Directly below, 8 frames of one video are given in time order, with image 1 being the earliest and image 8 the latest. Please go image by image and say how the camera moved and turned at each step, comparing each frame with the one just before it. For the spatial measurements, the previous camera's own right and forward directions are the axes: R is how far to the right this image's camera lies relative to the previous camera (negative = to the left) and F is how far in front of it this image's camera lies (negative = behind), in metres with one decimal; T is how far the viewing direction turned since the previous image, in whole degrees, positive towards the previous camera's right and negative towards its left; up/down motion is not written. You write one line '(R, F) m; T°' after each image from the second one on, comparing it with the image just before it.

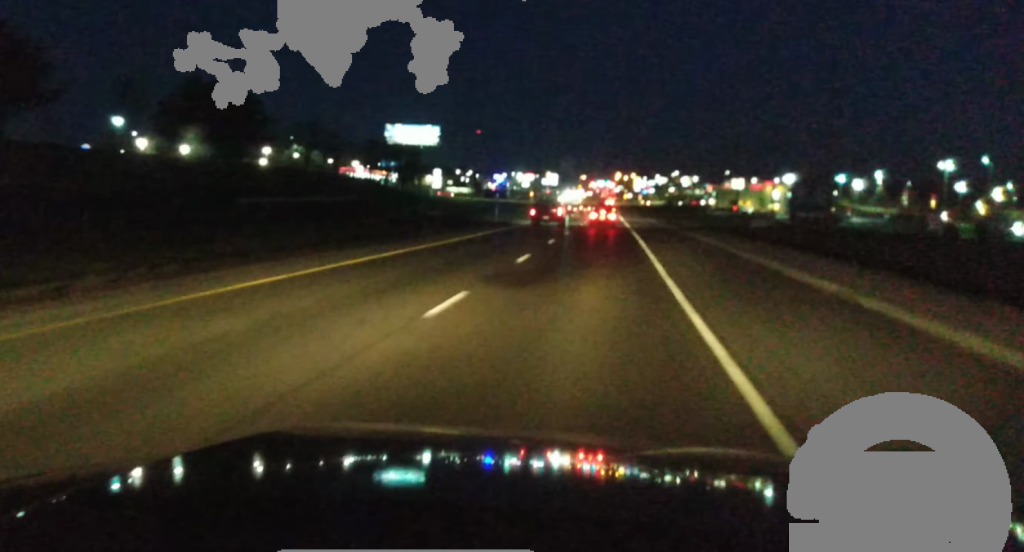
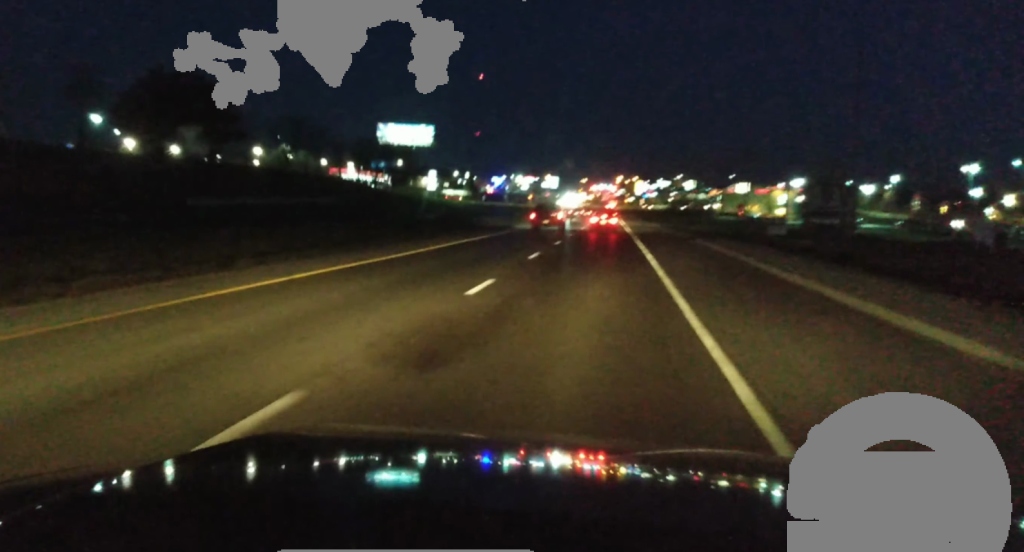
(+0.2, +8.7) m; 0°
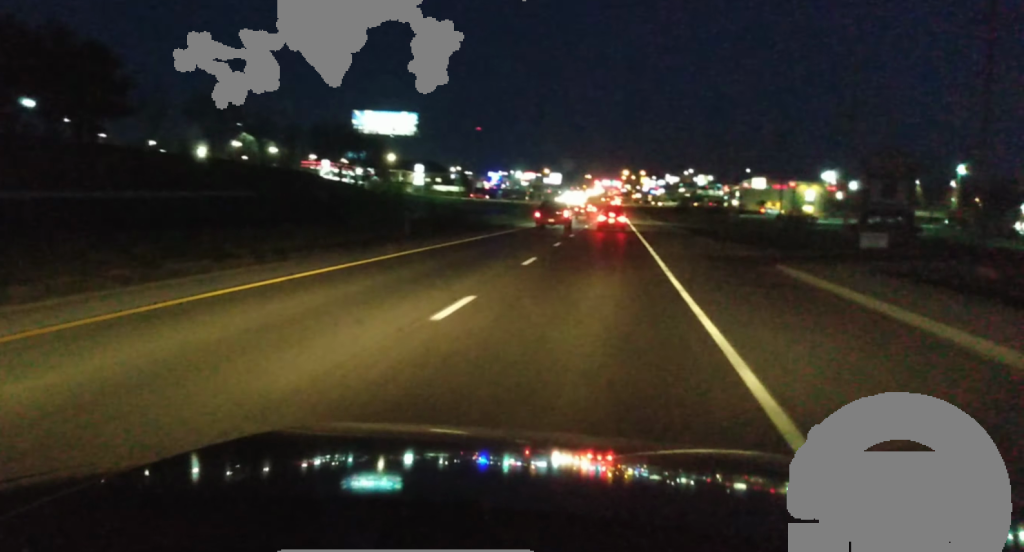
(-0.6, +28.4) m; -1°
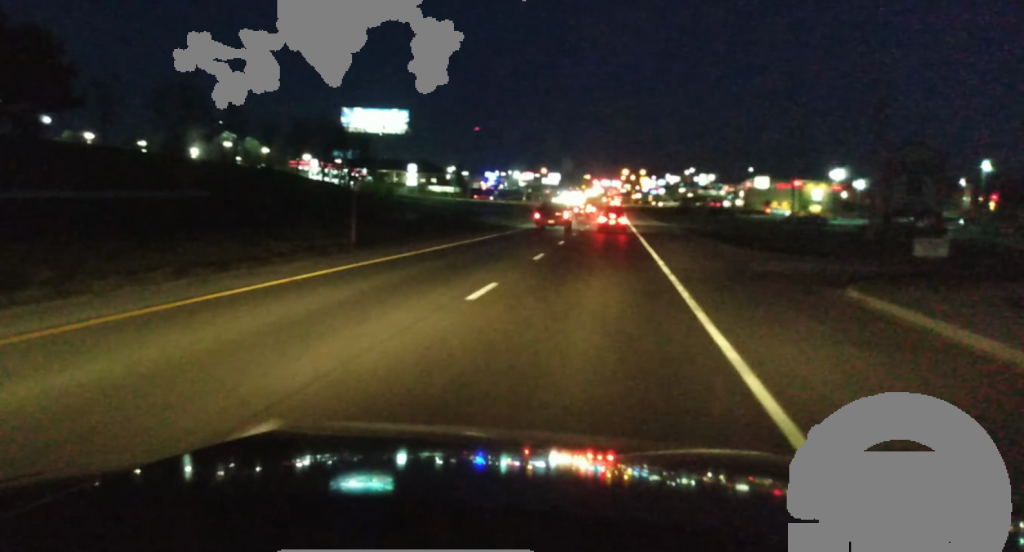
(0.0, +9.2) m; 0°
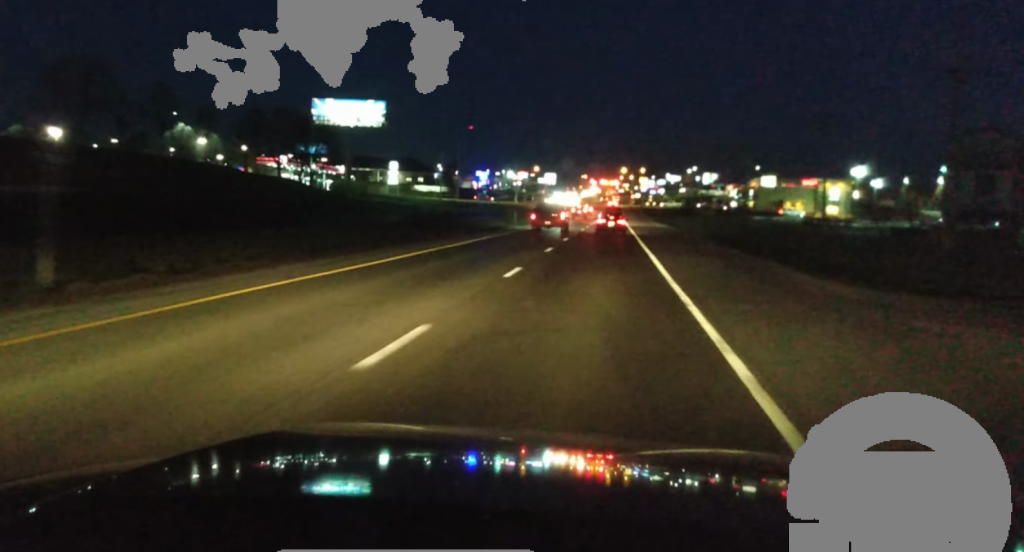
(0.0, +18.6) m; 0°
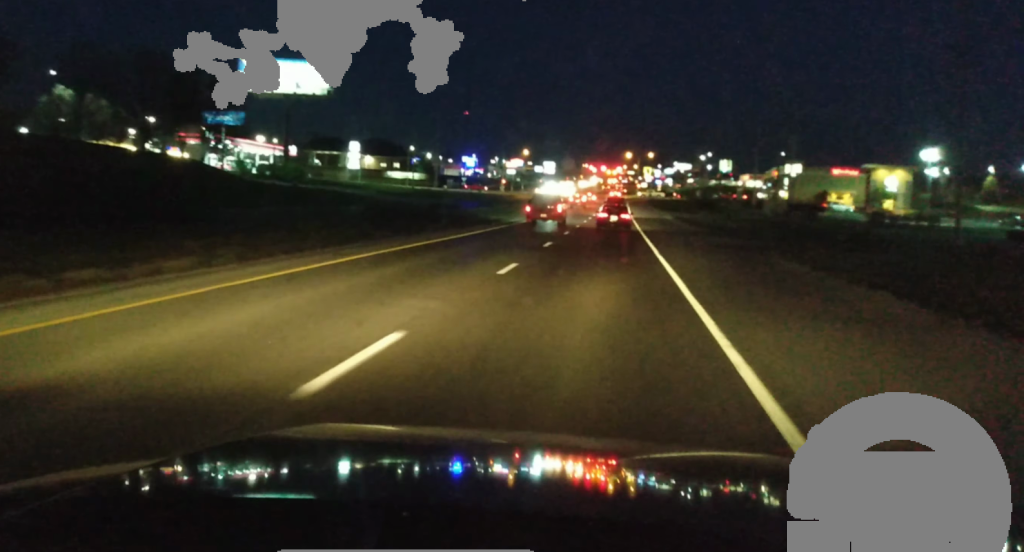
(+0.1, +38.6) m; 0°
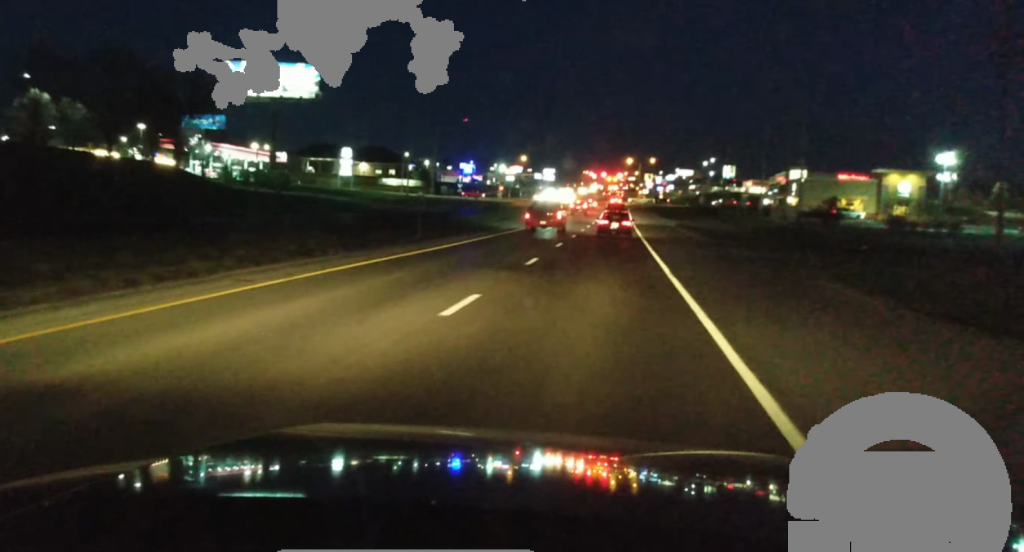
(-0.1, +5.9) m; 0°
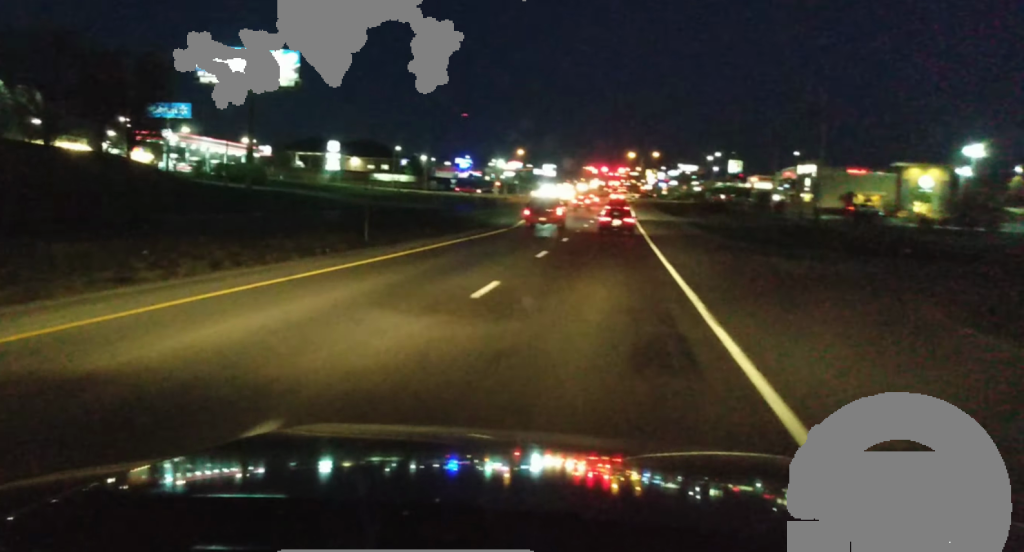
(-0.2, +9.7) m; 0°
